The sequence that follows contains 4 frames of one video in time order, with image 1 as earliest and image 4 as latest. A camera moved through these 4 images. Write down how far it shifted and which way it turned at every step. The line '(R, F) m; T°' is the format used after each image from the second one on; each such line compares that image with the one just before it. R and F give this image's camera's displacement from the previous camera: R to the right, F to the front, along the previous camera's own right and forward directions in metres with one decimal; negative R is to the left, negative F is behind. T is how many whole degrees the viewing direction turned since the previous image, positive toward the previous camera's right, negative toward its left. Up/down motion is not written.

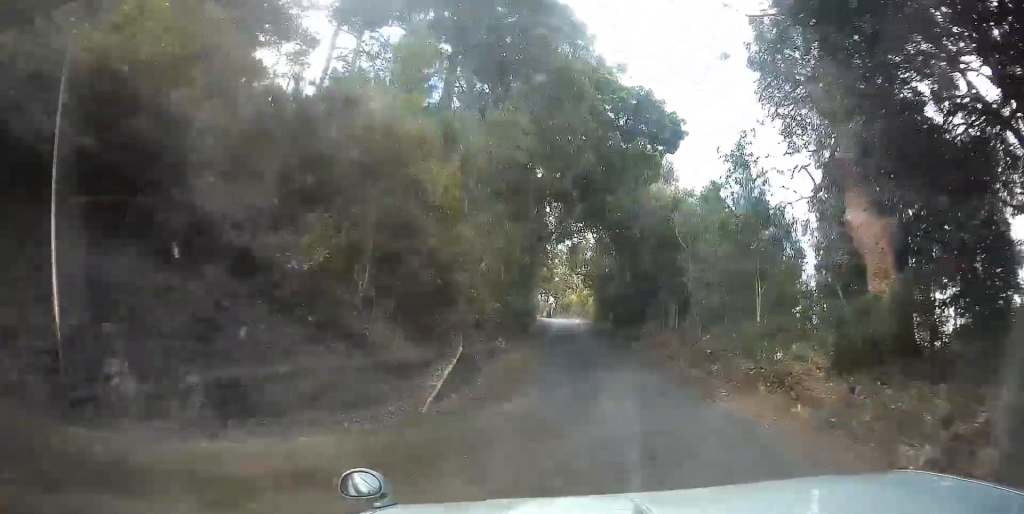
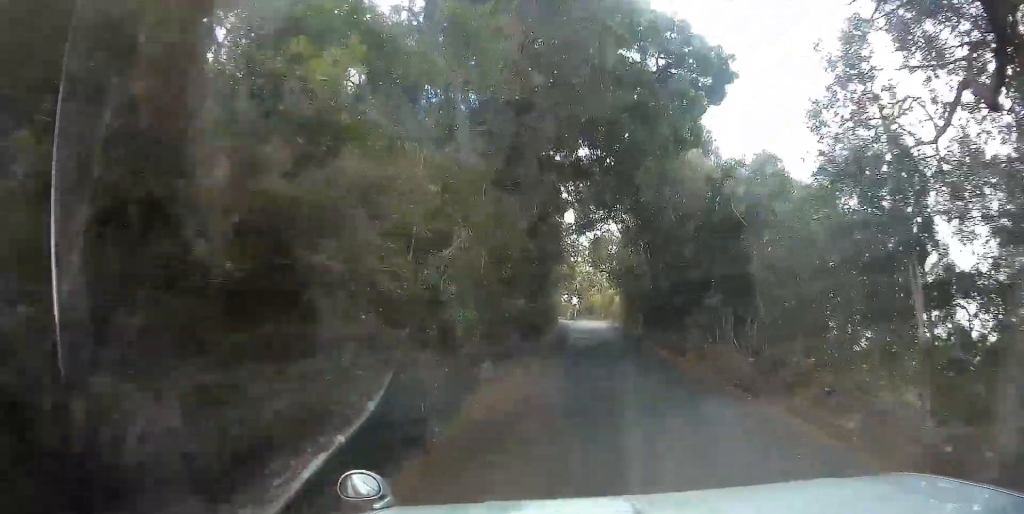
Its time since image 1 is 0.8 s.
(-0.4, +5.3) m; -6°
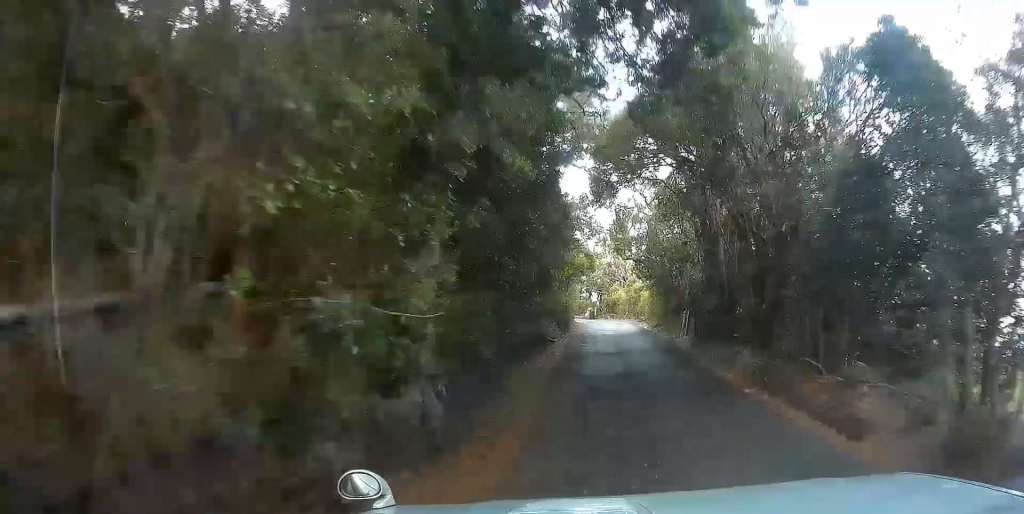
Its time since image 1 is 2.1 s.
(-0.7, +9.3) m; -6°
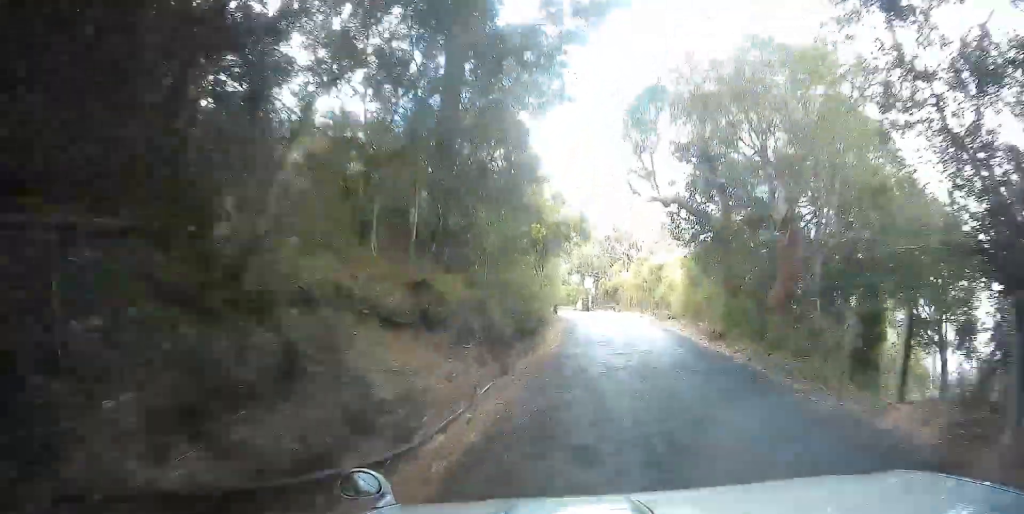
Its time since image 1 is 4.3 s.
(+0.2, +17.2) m; 0°
